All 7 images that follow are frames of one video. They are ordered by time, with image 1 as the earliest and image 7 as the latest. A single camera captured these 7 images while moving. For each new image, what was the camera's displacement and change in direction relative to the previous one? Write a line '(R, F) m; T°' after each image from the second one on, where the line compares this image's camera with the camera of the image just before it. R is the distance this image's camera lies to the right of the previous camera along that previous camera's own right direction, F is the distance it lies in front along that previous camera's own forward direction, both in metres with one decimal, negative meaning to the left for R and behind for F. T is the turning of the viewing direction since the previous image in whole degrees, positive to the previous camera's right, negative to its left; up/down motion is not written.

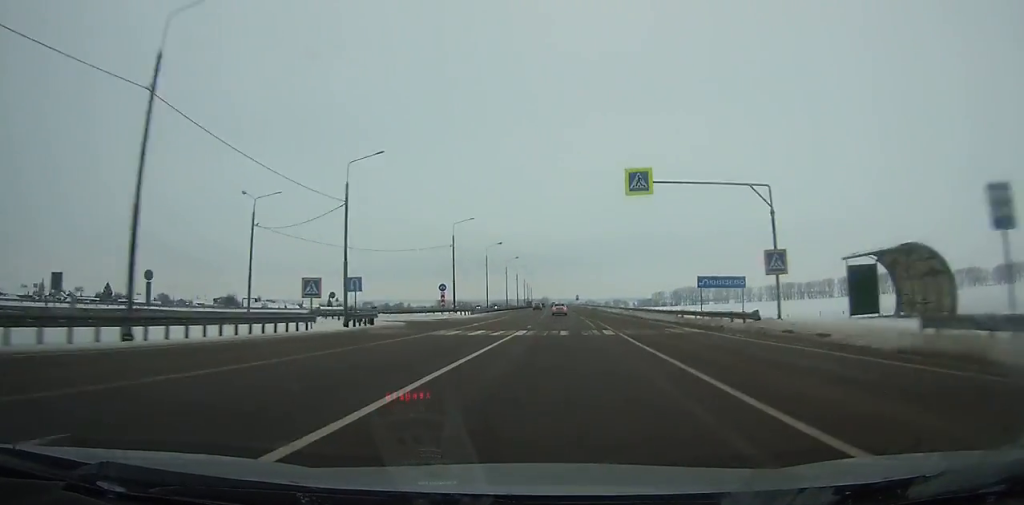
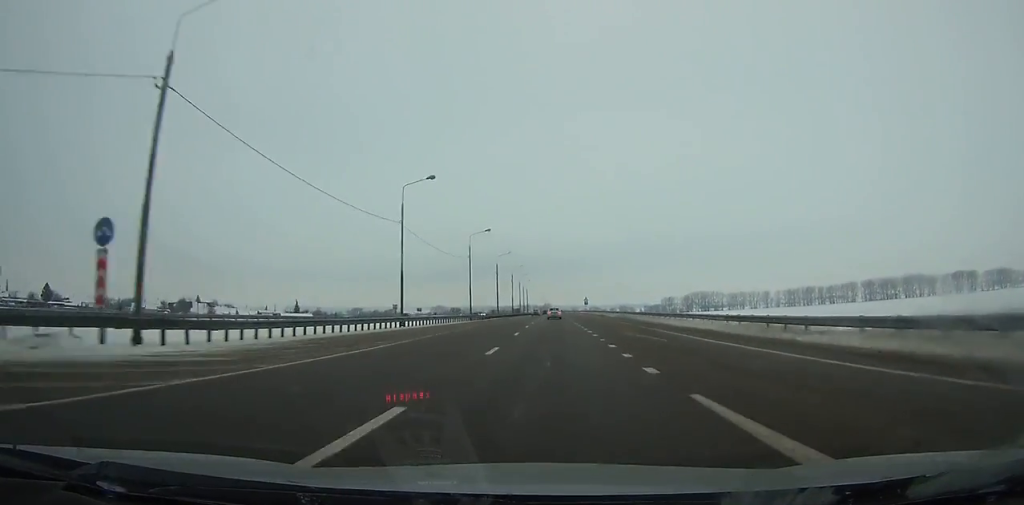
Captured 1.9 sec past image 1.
(+0.3, +54.2) m; 0°
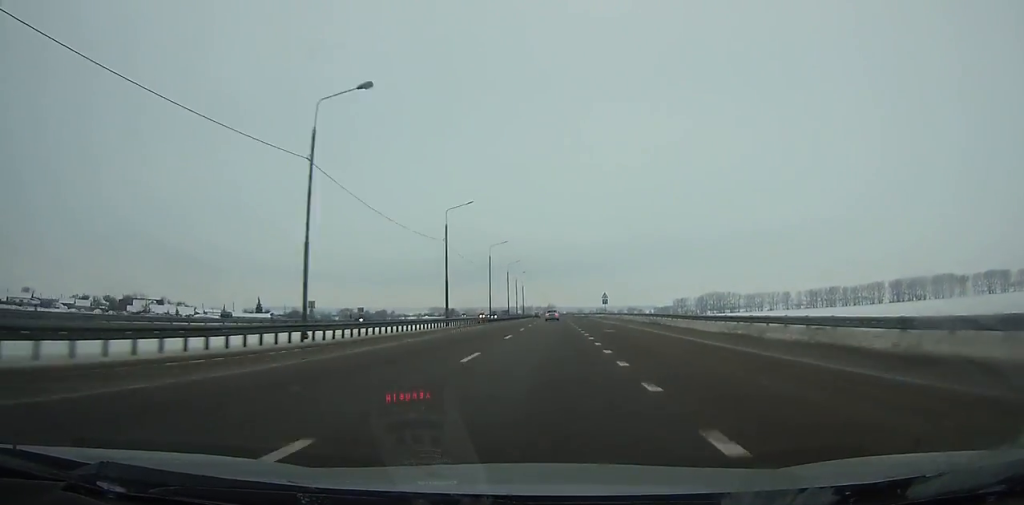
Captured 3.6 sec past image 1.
(0.0, +48.7) m; 0°
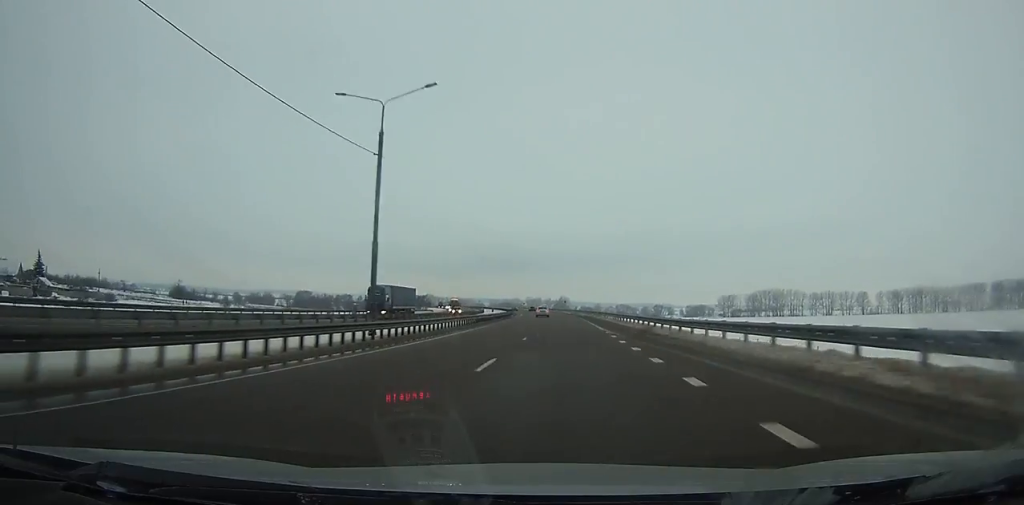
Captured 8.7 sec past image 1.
(-1.4, +147.9) m; -2°
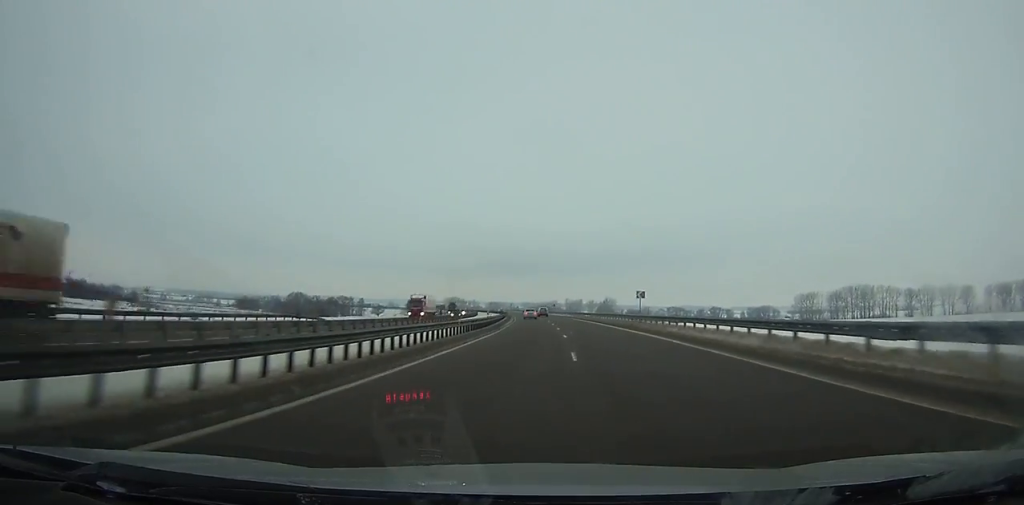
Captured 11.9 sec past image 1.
(-2.7, +95.6) m; -4°
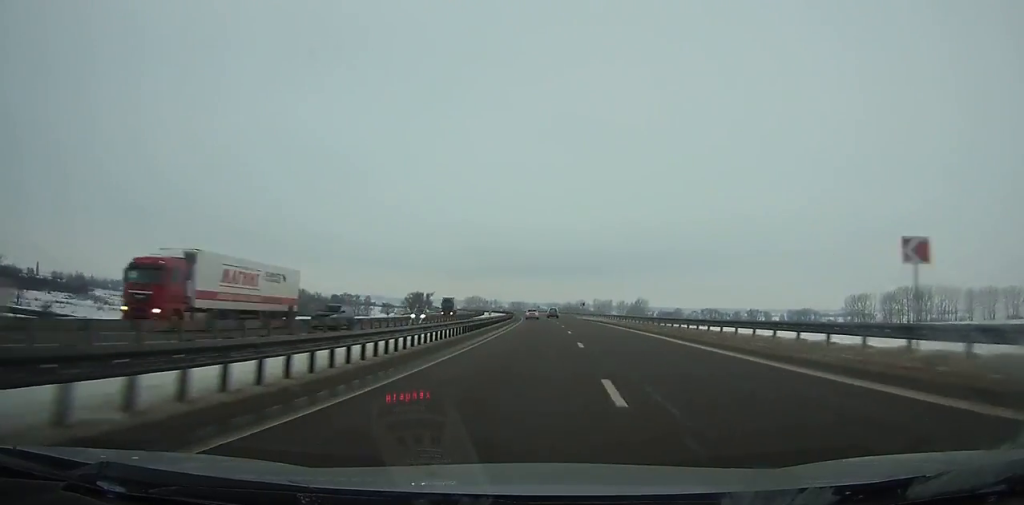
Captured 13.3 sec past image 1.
(-1.5, +42.8) m; -2°
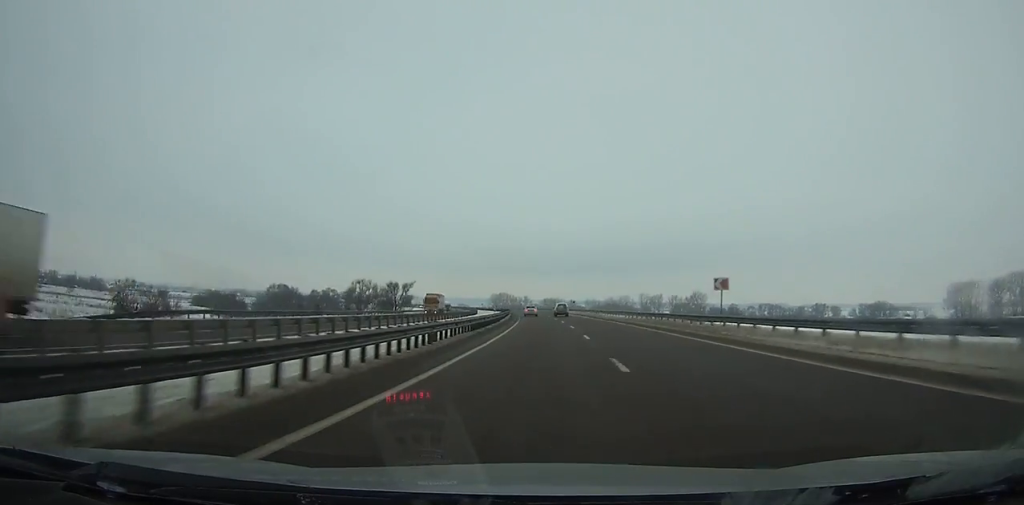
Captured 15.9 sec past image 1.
(-2.8, +80.2) m; -4°
